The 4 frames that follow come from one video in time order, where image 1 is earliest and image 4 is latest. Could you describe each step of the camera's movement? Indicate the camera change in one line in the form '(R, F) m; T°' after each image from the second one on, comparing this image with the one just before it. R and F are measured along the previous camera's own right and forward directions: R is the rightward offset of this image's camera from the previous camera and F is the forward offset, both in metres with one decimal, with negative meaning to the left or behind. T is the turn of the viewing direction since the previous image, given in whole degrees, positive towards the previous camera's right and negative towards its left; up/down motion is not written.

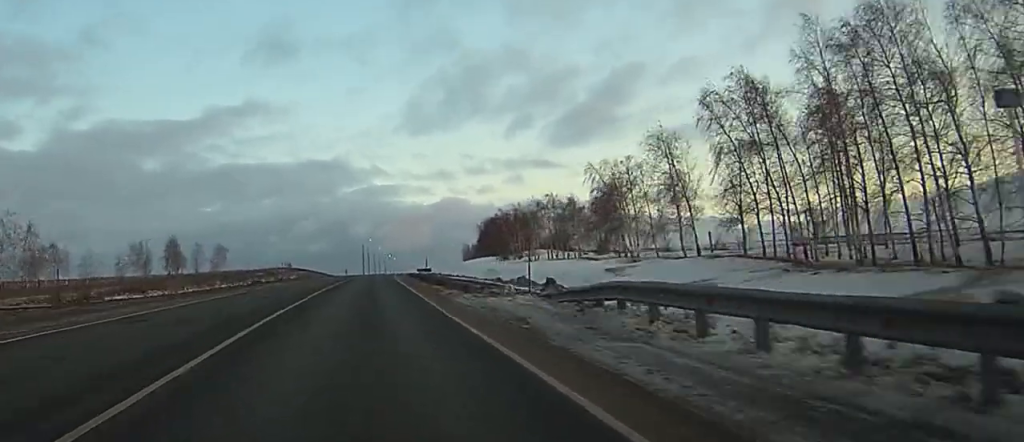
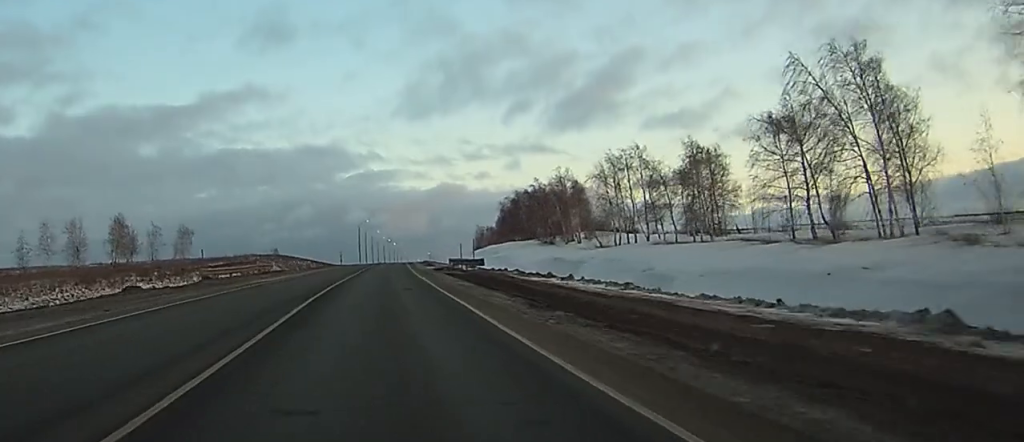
(+0.2, +46.7) m; 0°
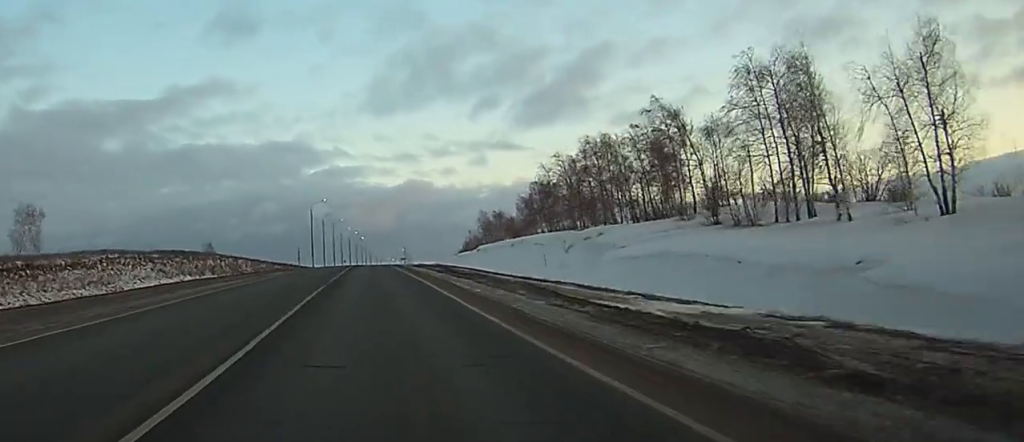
(+0.5, +80.5) m; +1°
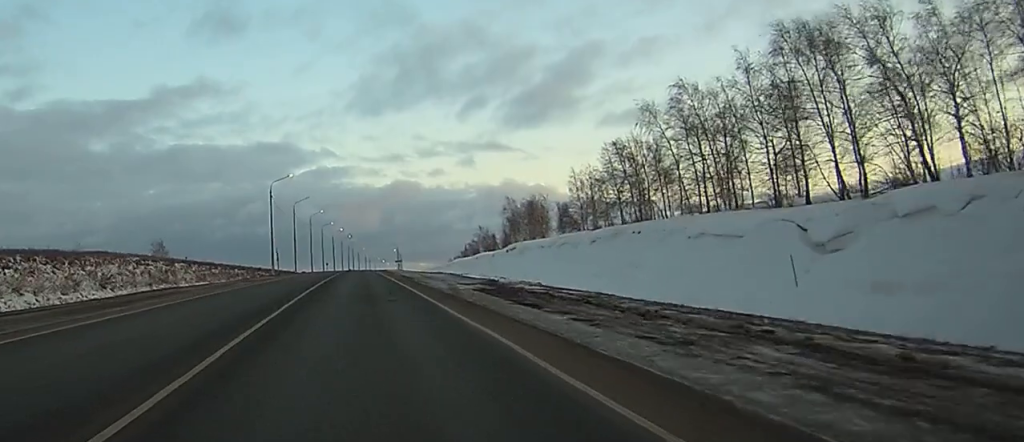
(+0.6, +52.0) m; +1°
